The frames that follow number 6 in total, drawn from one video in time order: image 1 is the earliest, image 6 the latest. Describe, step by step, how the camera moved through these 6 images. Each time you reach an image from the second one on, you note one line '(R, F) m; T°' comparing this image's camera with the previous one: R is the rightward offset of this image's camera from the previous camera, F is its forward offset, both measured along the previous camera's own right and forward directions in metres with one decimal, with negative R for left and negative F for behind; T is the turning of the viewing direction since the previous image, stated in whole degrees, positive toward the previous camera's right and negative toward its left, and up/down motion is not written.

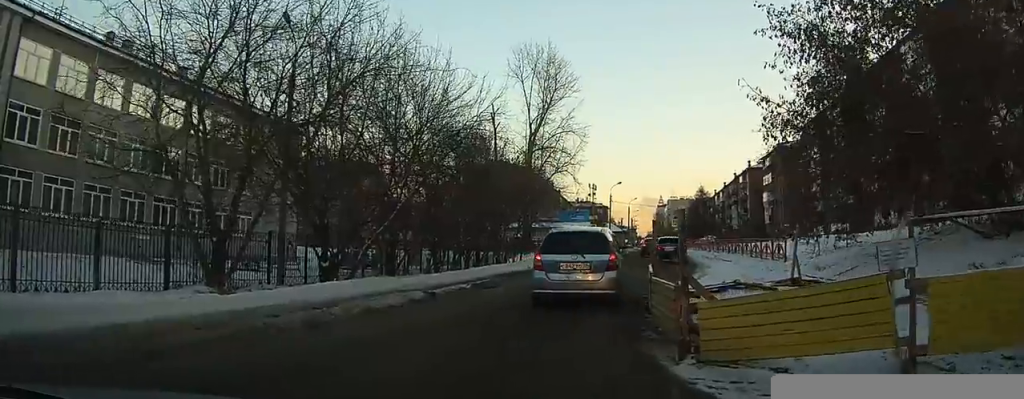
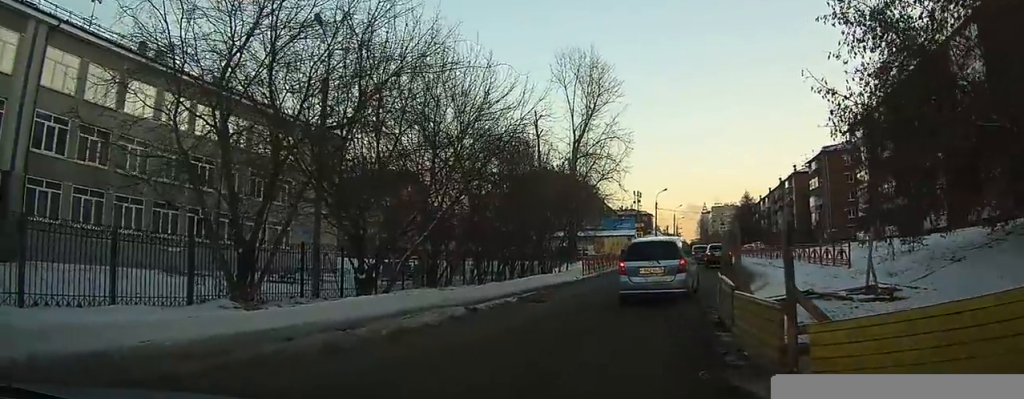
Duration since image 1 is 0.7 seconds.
(0.0, +1.5) m; 0°
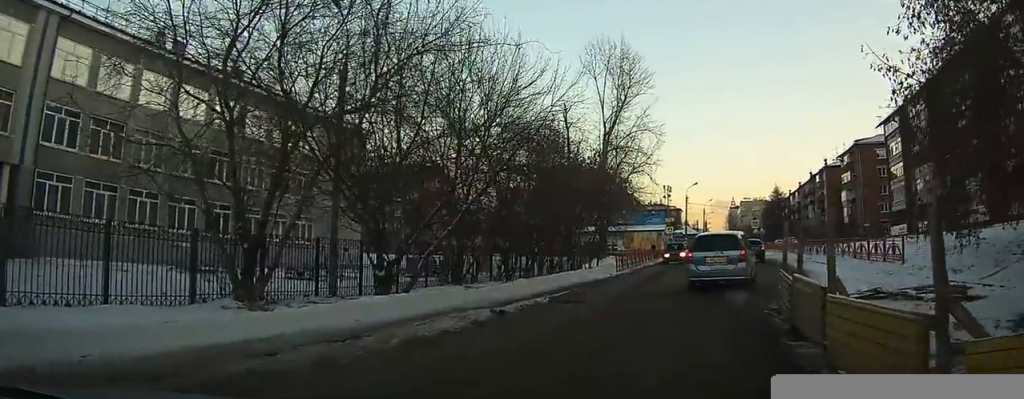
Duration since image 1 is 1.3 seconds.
(+0.1, +1.3) m; 0°
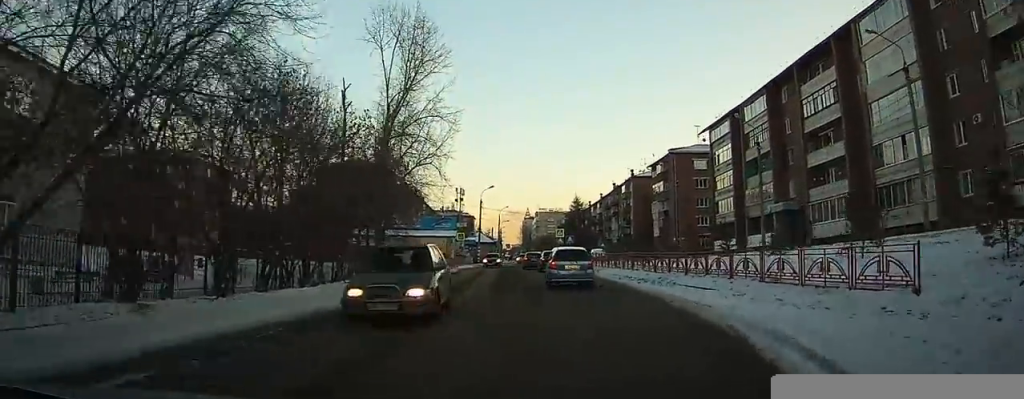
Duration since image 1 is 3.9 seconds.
(+0.7, +8.8) m; +11°
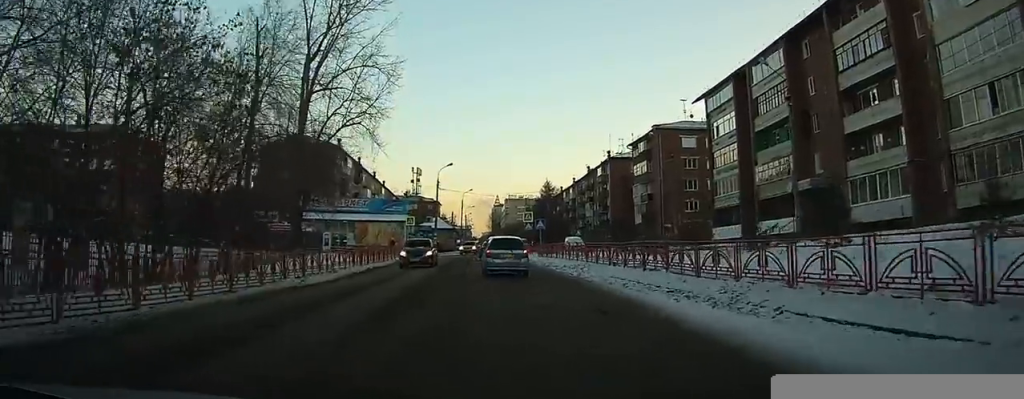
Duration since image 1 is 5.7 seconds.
(+0.8, +12.4) m; +5°
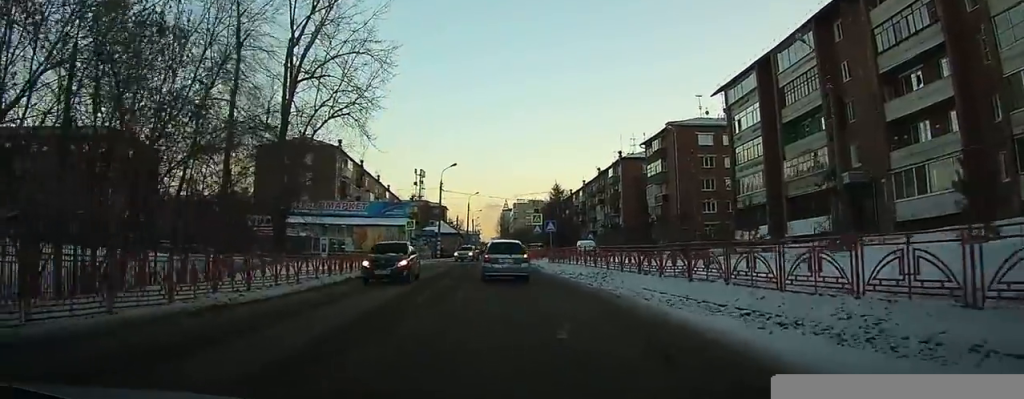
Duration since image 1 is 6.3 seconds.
(0.0, +4.8) m; 0°
